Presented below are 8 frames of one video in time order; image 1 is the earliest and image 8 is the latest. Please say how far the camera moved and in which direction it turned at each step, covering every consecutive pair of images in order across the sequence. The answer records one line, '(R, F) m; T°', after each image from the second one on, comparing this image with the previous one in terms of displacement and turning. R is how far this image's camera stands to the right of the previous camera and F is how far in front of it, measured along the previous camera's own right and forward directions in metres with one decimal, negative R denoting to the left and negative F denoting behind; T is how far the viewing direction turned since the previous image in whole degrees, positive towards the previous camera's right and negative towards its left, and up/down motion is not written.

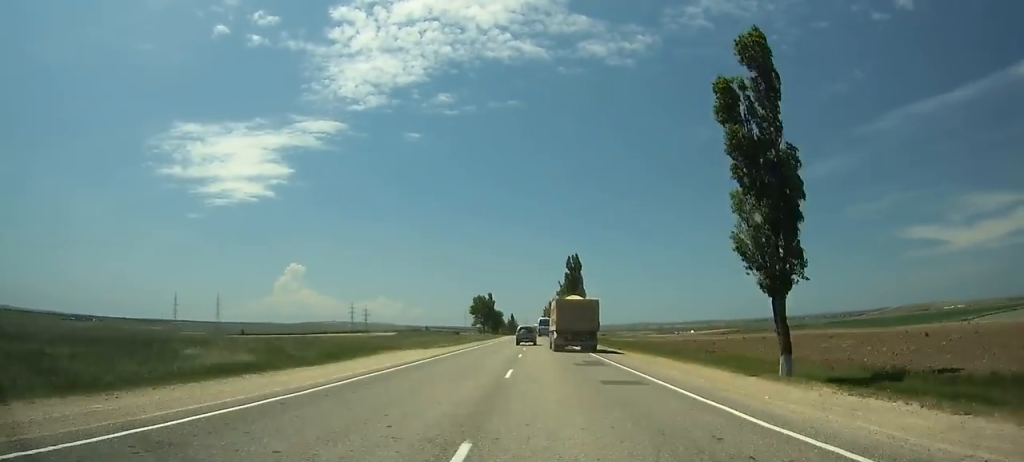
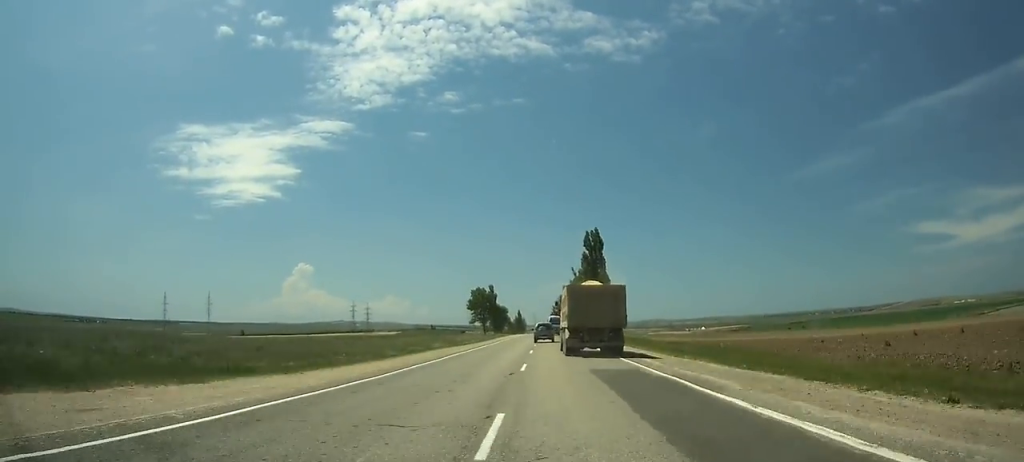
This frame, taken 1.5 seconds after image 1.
(-0.1, +31.3) m; 0°
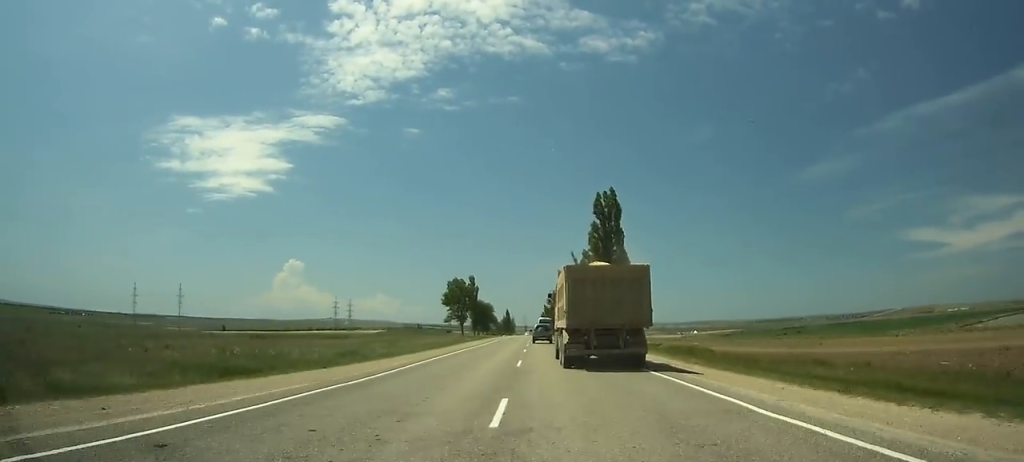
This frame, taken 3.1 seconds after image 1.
(+0.2, +31.3) m; 0°
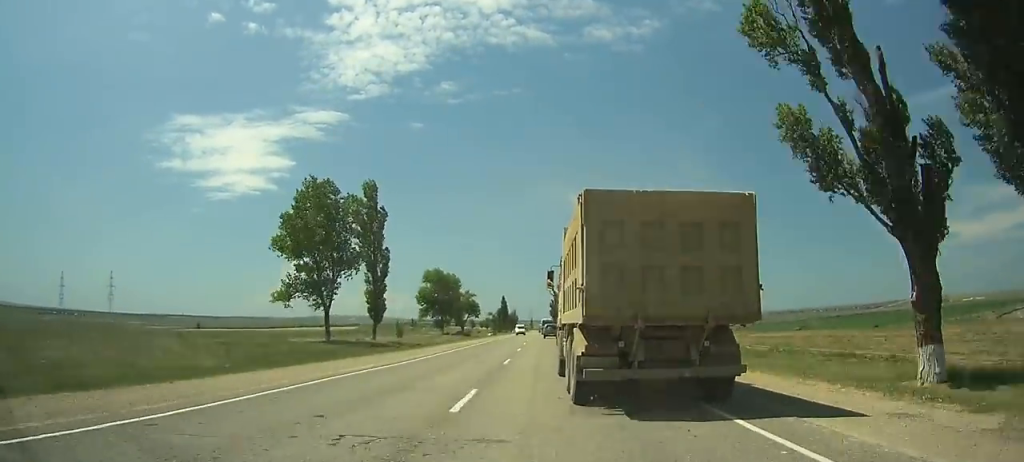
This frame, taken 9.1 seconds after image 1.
(-0.5, +110.5) m; -1°
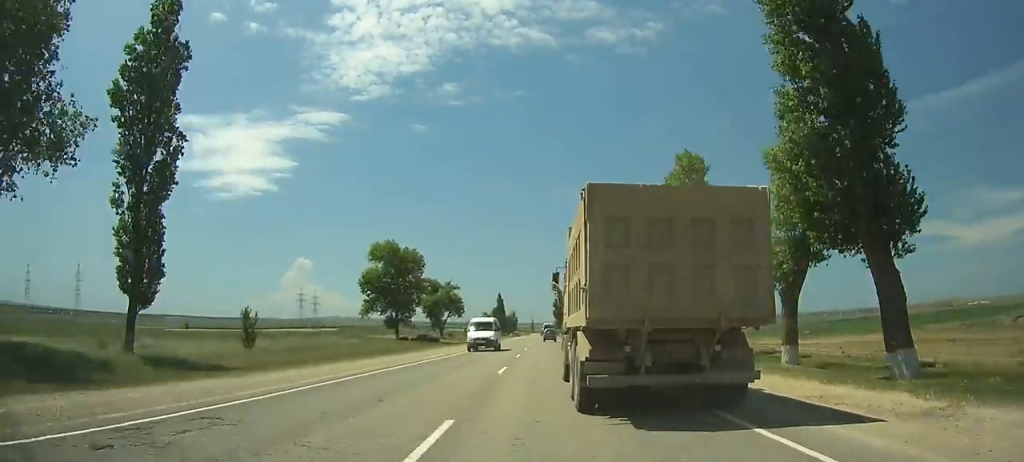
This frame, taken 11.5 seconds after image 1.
(-0.1, +43.3) m; 0°
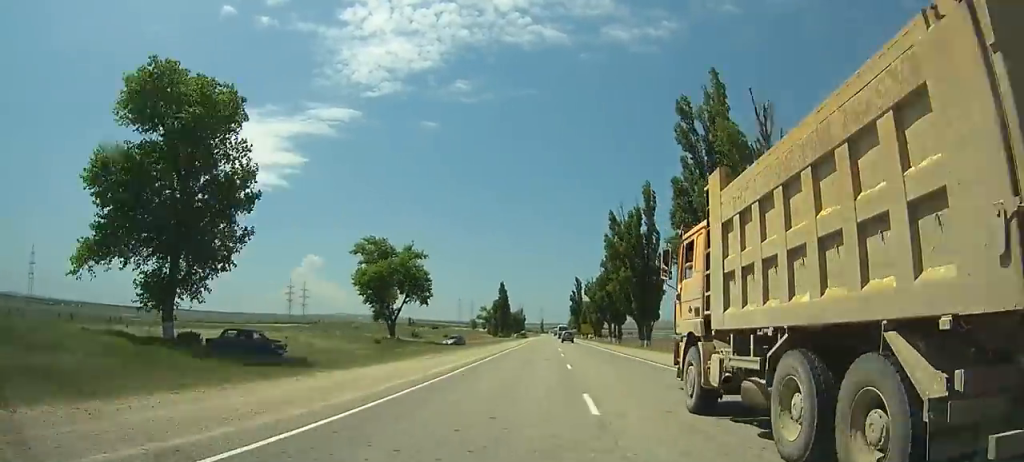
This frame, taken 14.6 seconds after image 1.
(0.0, +58.3) m; +1°
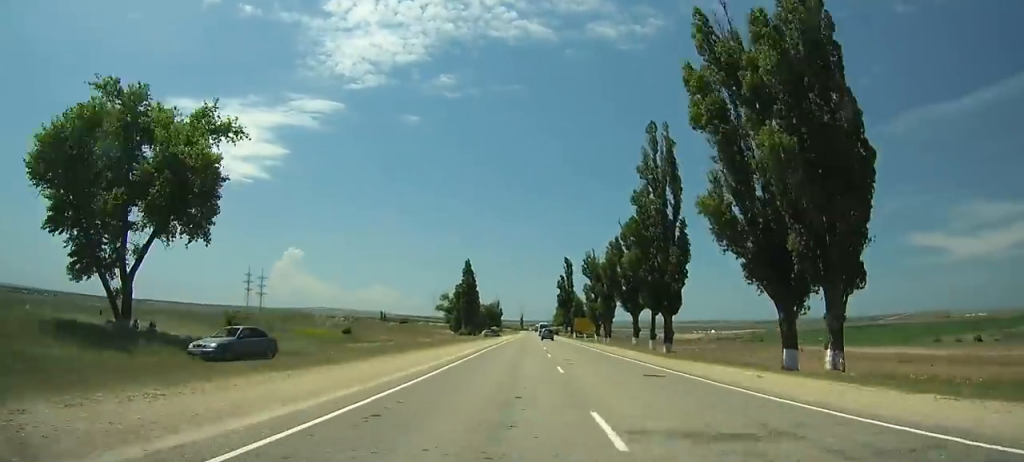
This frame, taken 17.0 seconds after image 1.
(+0.3, +47.7) m; +1°
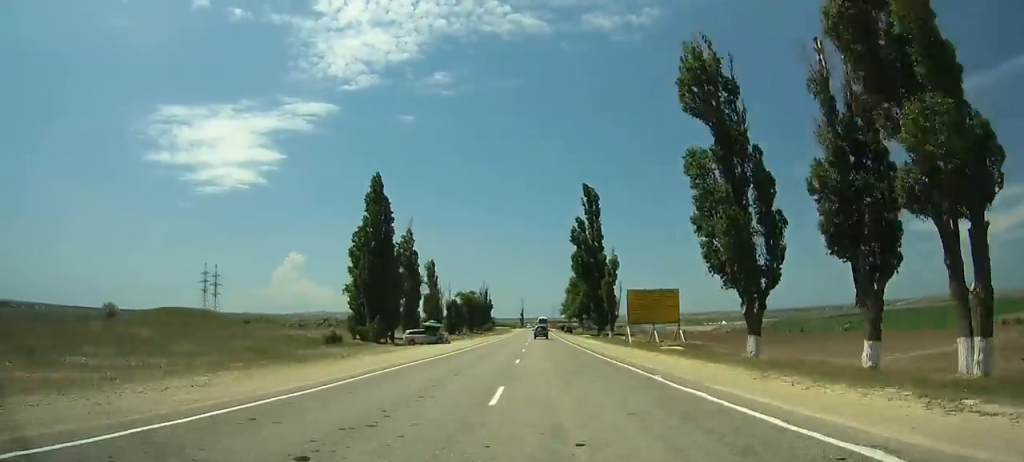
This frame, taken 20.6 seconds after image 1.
(+0.8, +75.3) m; 0°
